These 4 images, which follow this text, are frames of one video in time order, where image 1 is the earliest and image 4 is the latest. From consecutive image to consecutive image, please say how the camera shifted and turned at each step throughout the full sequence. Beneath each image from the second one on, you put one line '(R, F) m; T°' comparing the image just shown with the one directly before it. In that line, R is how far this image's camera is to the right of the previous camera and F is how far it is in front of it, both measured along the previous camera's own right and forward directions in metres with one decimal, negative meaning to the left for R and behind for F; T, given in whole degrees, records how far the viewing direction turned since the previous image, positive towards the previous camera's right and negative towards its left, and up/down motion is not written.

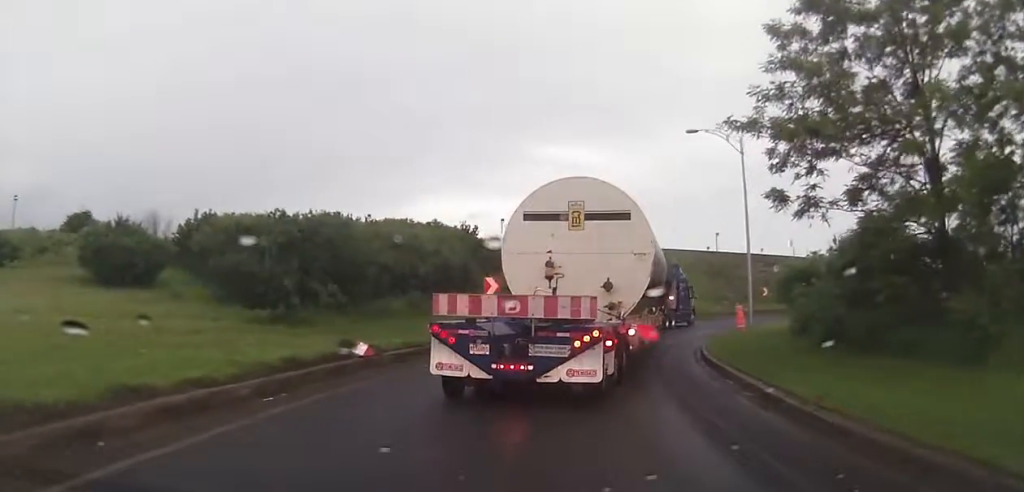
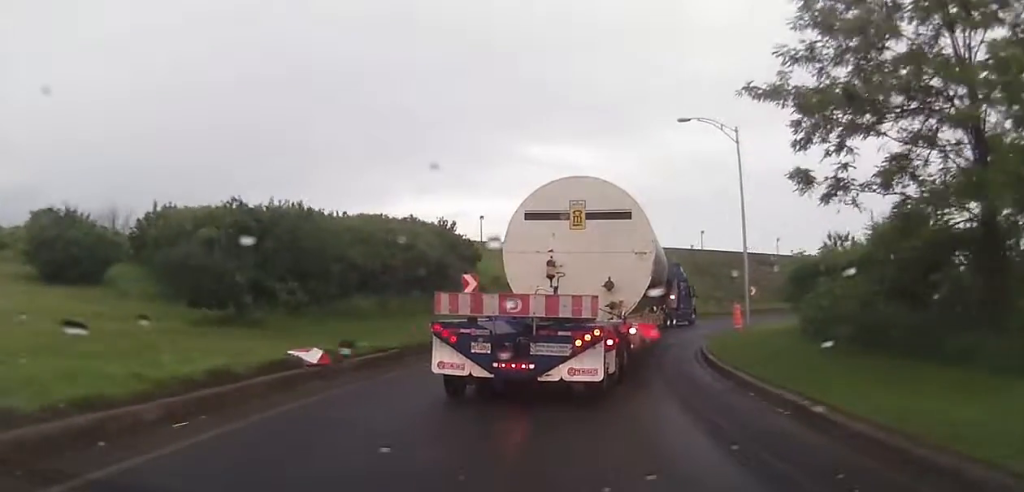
(-0.1, +2.4) m; +2°
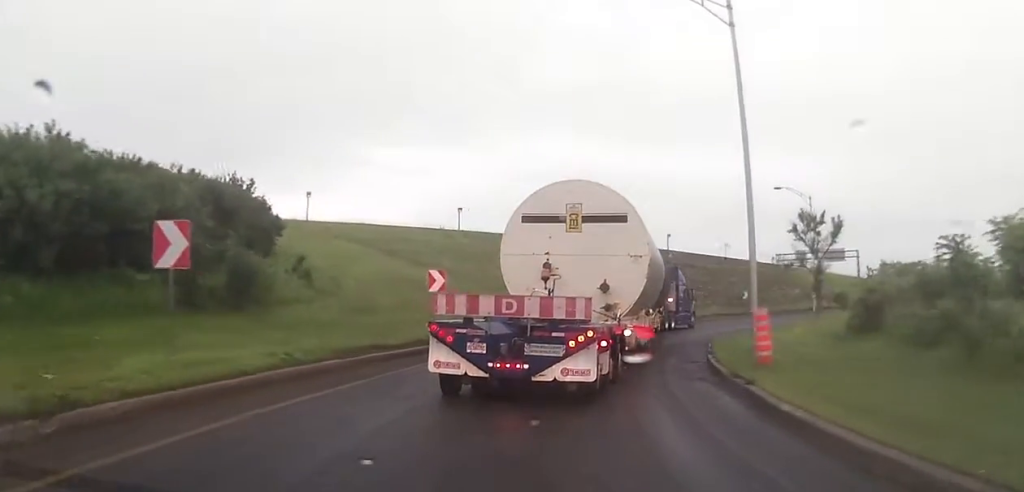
(+1.2, +16.1) m; +9°
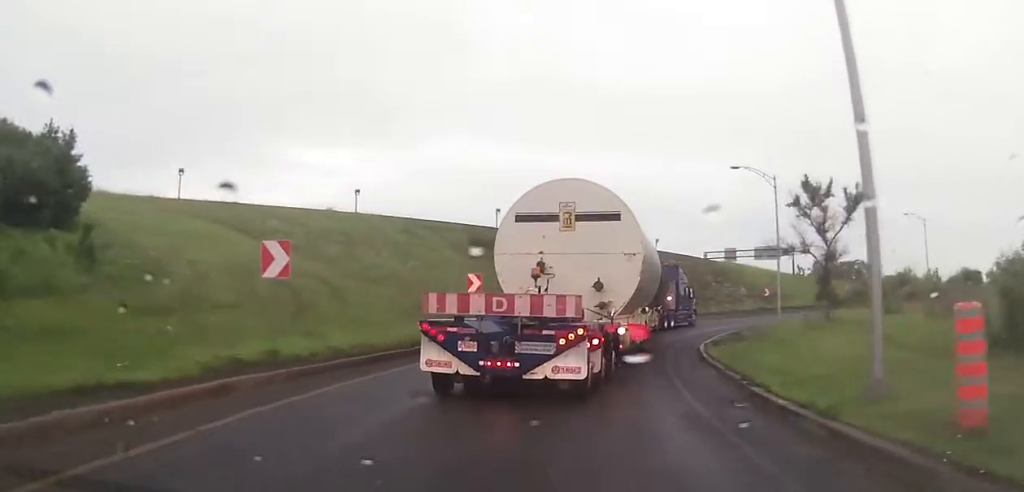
(+1.4, +9.4) m; +13°
